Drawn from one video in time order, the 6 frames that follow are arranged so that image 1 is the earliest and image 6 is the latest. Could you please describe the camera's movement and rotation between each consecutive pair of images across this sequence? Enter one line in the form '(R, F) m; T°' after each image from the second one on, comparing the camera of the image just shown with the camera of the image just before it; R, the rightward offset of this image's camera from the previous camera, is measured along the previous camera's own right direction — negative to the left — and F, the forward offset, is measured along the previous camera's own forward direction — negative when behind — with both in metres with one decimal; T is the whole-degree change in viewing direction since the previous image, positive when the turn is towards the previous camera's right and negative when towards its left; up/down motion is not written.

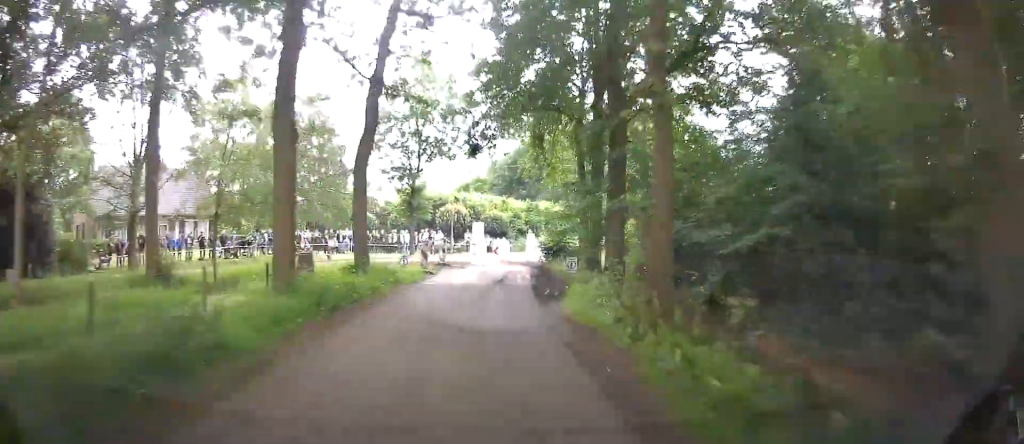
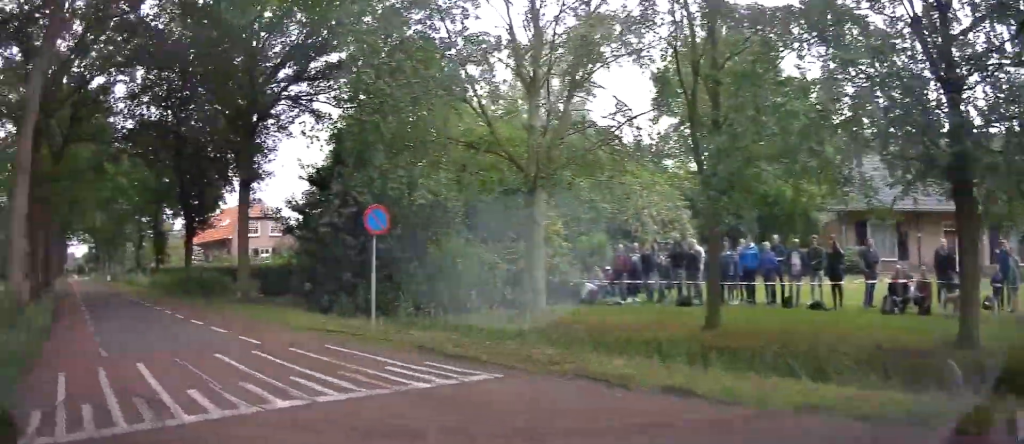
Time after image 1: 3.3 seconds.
(-9.5, +12.2) m; -126°
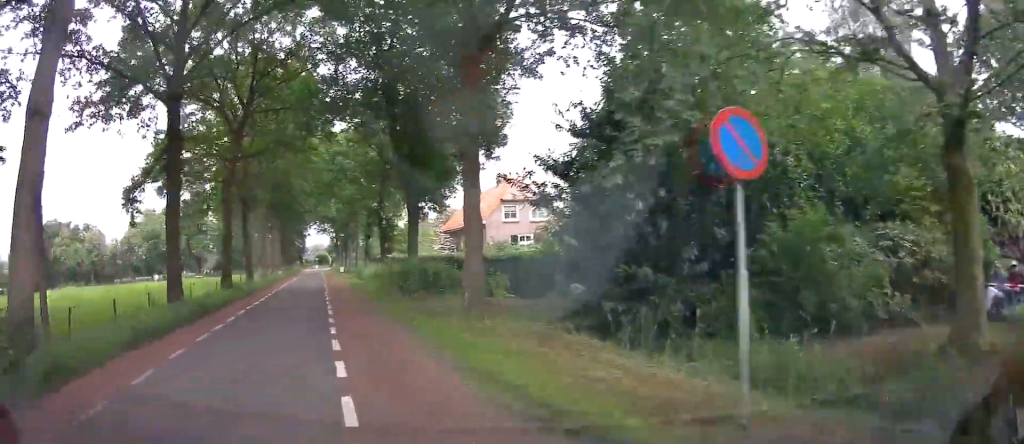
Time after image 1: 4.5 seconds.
(-0.6, +7.5) m; -9°
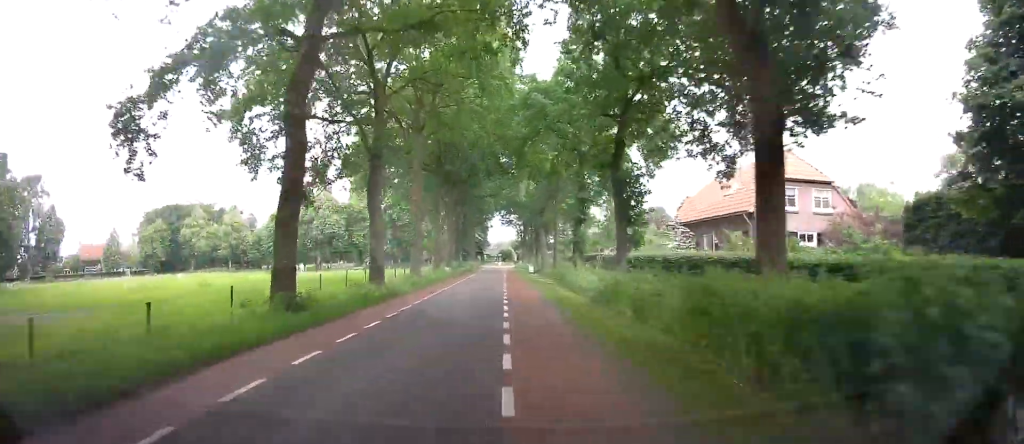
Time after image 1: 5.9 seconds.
(-0.9, +14.4) m; -4°
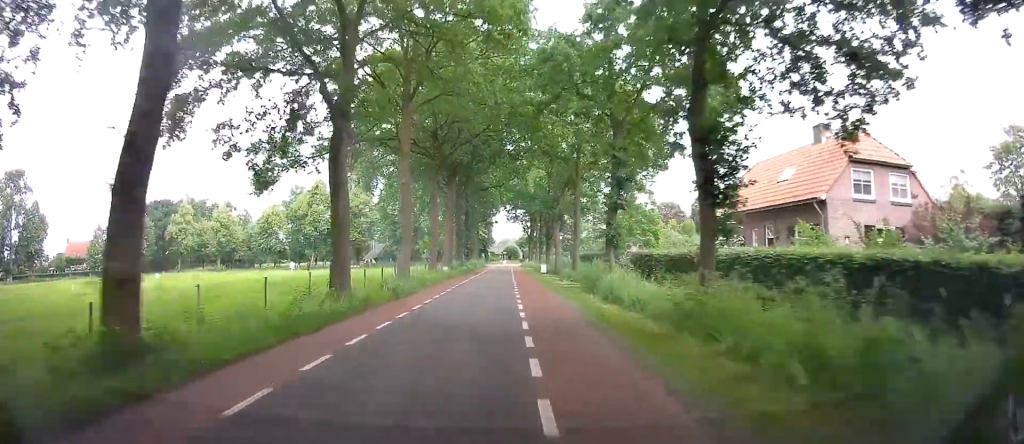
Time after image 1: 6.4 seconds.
(+0.1, +6.7) m; 0°
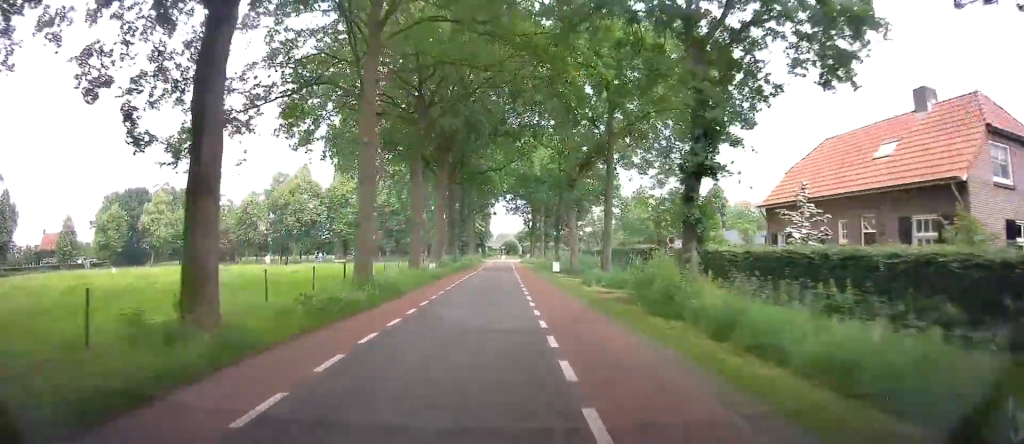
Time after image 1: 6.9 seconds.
(0.0, +8.1) m; 0°
